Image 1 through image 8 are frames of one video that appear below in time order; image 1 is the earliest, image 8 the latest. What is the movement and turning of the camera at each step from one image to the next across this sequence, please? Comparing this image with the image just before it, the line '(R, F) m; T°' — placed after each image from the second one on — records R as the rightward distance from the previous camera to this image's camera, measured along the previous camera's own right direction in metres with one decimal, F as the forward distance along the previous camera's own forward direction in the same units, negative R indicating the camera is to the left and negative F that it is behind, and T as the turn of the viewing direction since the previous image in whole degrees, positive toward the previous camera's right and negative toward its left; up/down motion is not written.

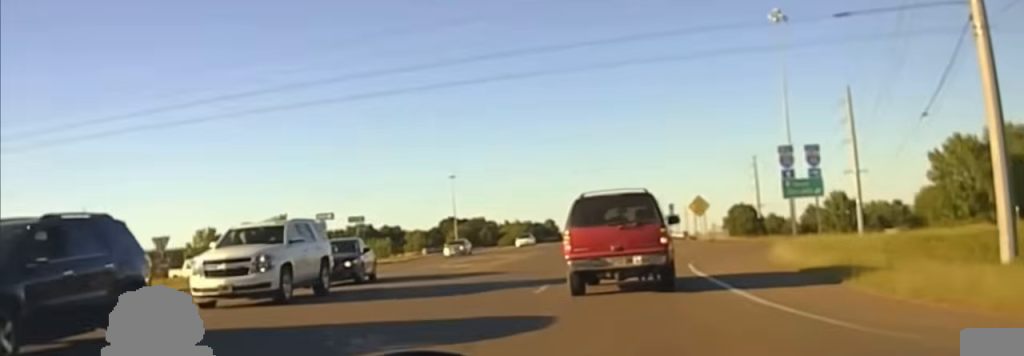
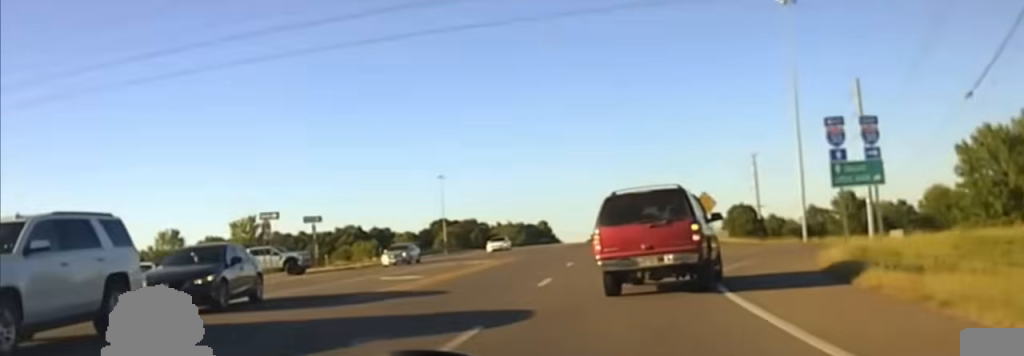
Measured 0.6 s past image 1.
(0.0, +10.3) m; +1°
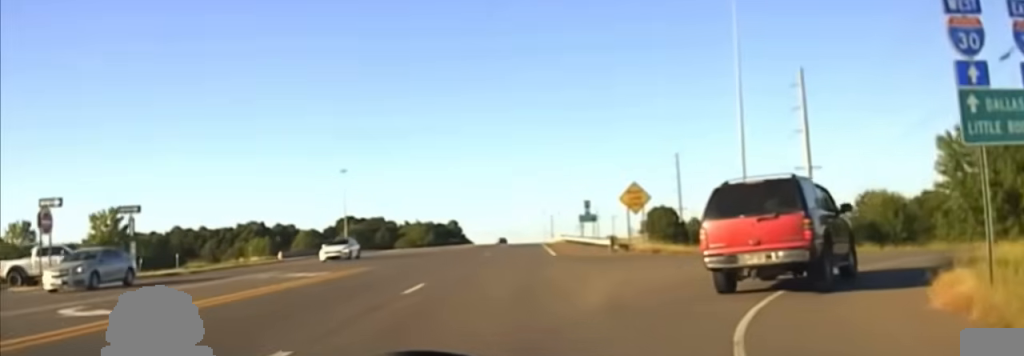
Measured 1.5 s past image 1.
(+0.1, +16.0) m; +4°
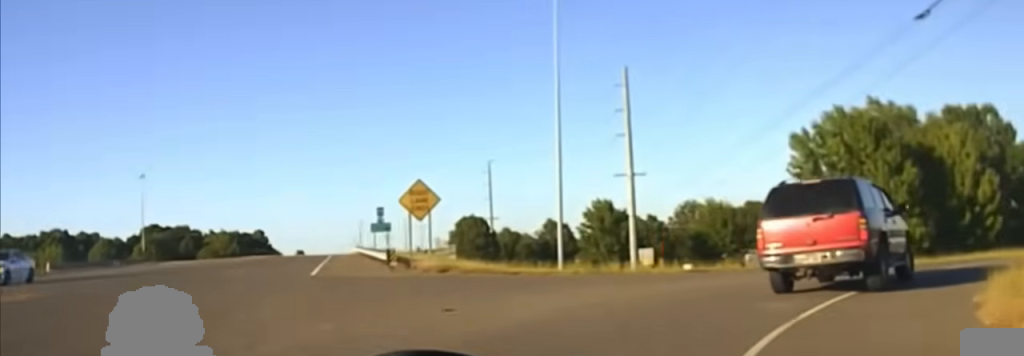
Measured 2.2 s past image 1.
(+0.1, +11.0) m; +9°
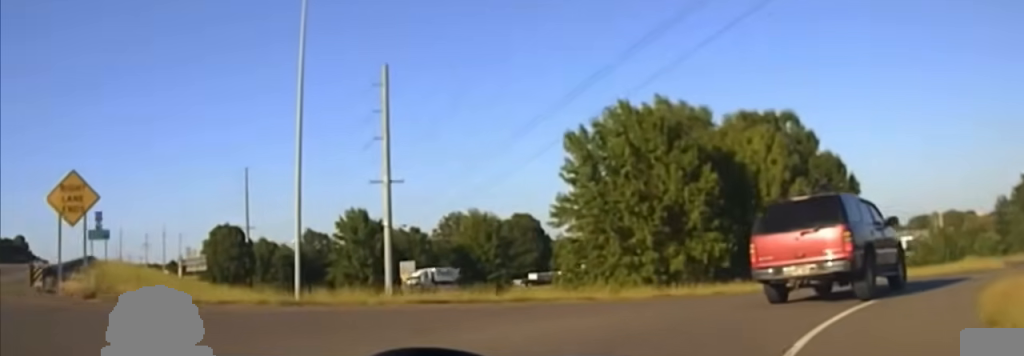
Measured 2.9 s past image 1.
(+1.4, +9.4) m; +14°
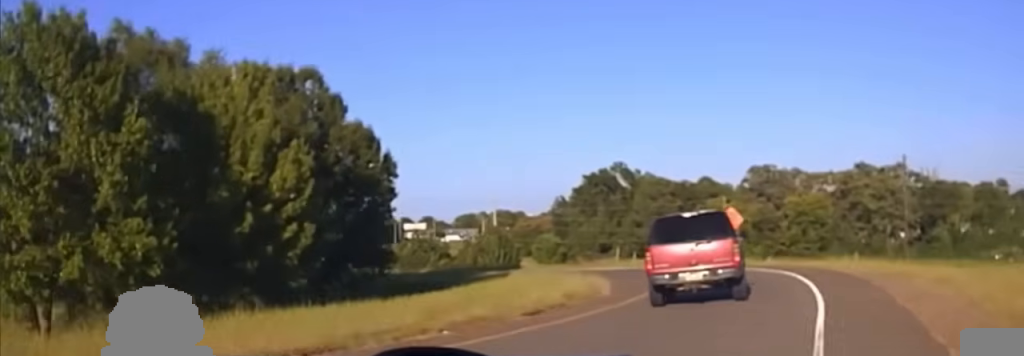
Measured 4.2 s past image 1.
(+4.1, +17.4) m; +28°
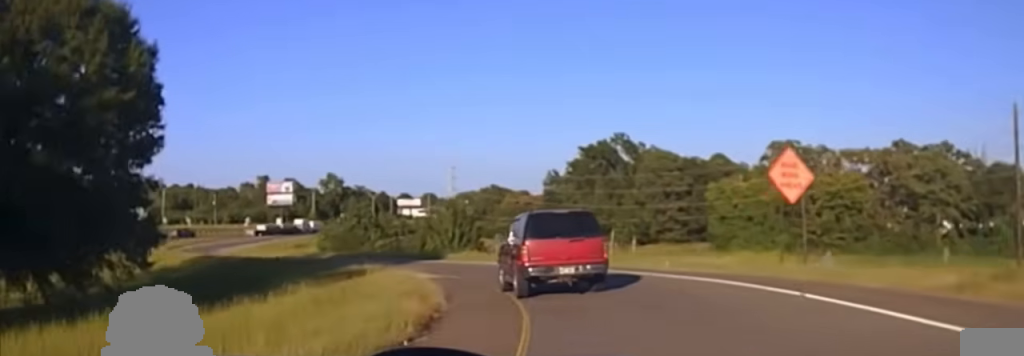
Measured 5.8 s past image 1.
(+5.0, +25.8) m; +10°
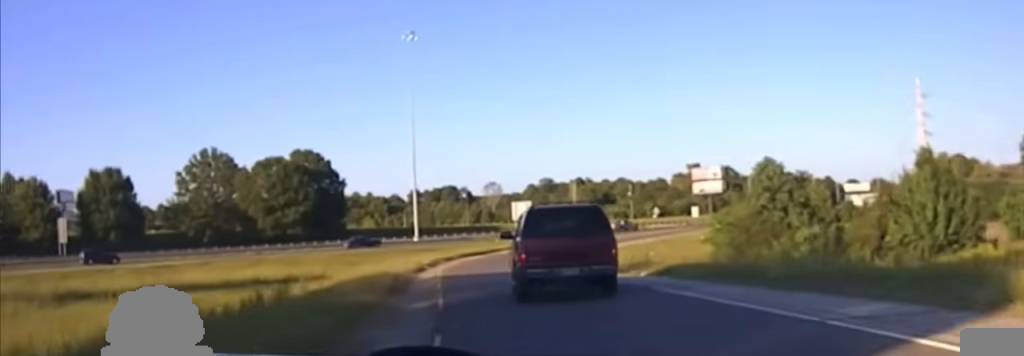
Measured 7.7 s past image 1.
(-7.0, +39.6) m; -24°
